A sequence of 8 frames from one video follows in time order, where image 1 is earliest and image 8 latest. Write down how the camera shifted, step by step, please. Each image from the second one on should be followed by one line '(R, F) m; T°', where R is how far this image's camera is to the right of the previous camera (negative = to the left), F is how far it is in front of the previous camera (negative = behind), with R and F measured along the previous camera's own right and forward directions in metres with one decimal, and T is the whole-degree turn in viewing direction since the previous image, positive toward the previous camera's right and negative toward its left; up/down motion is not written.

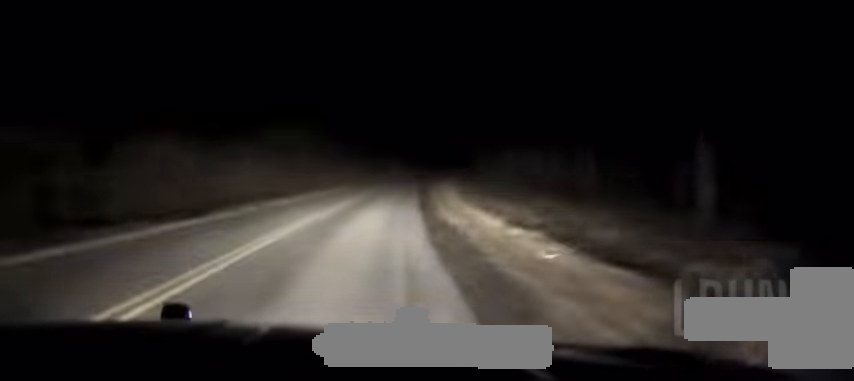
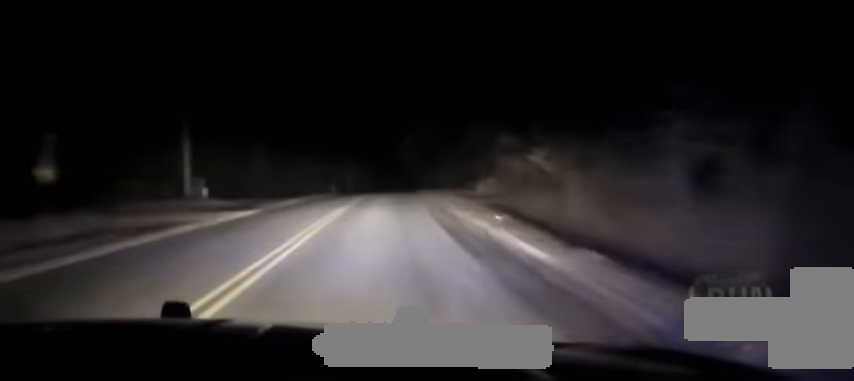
(+8.2, +106.5) m; +7°
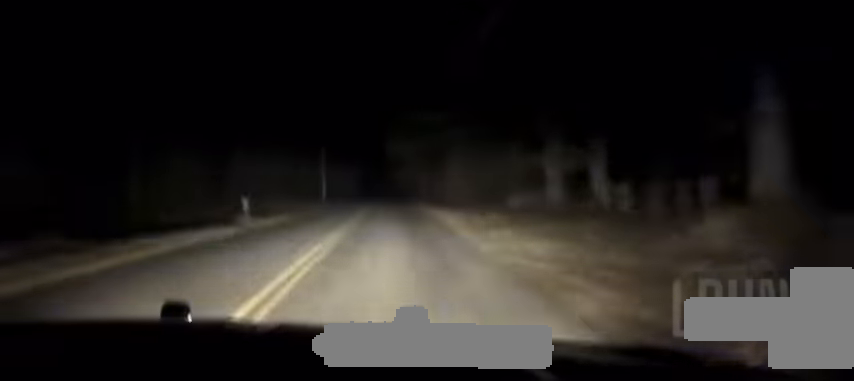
(+0.7, +38.0) m; +2°
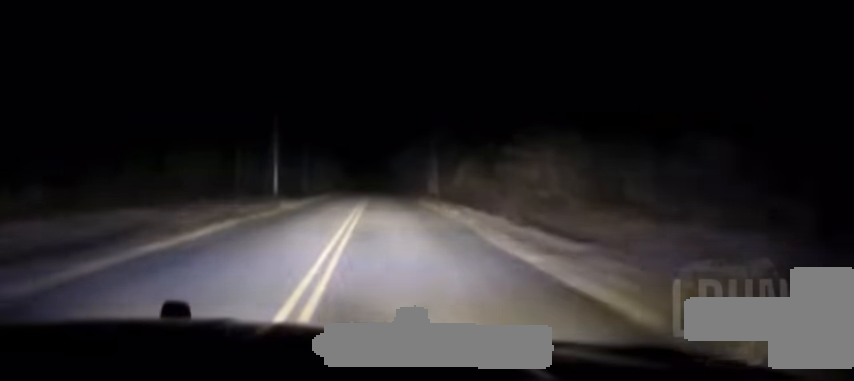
(+0.6, +54.9) m; +1°
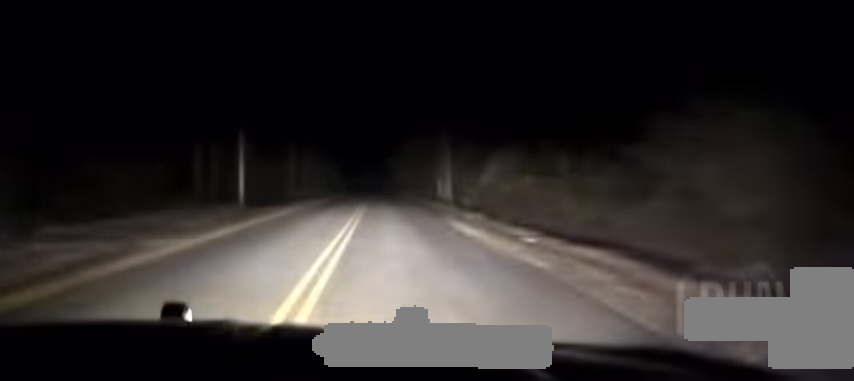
(0.0, +21.7) m; 0°
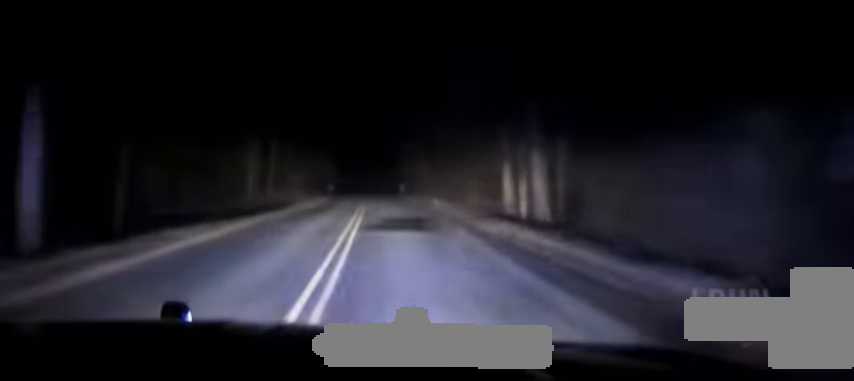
(-0.1, +41.3) m; 0°
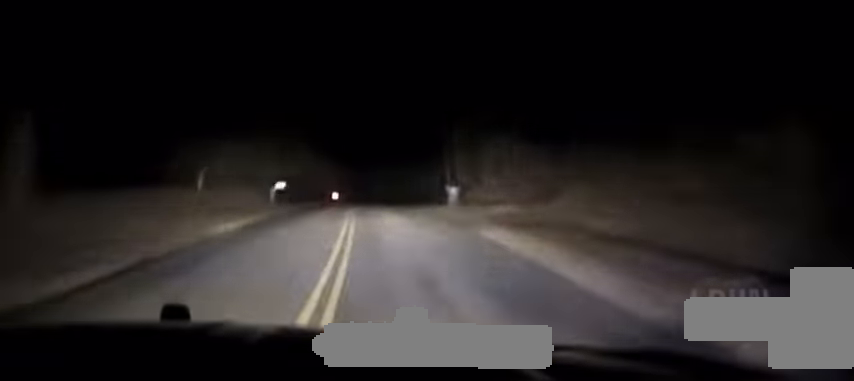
(-0.2, +57.9) m; -1°
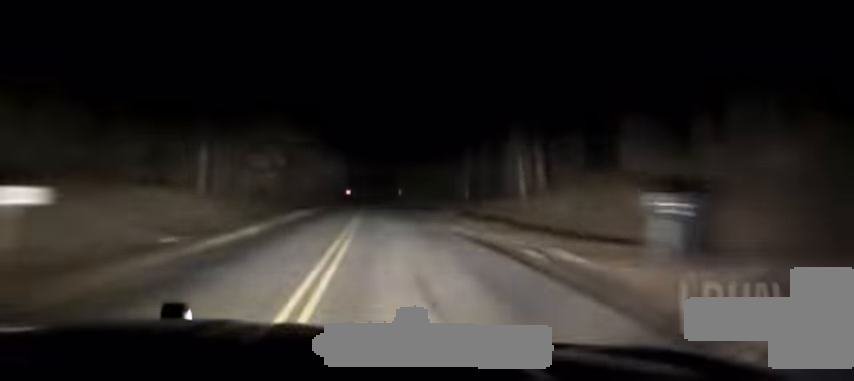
(-0.1, +30.3) m; -1°
